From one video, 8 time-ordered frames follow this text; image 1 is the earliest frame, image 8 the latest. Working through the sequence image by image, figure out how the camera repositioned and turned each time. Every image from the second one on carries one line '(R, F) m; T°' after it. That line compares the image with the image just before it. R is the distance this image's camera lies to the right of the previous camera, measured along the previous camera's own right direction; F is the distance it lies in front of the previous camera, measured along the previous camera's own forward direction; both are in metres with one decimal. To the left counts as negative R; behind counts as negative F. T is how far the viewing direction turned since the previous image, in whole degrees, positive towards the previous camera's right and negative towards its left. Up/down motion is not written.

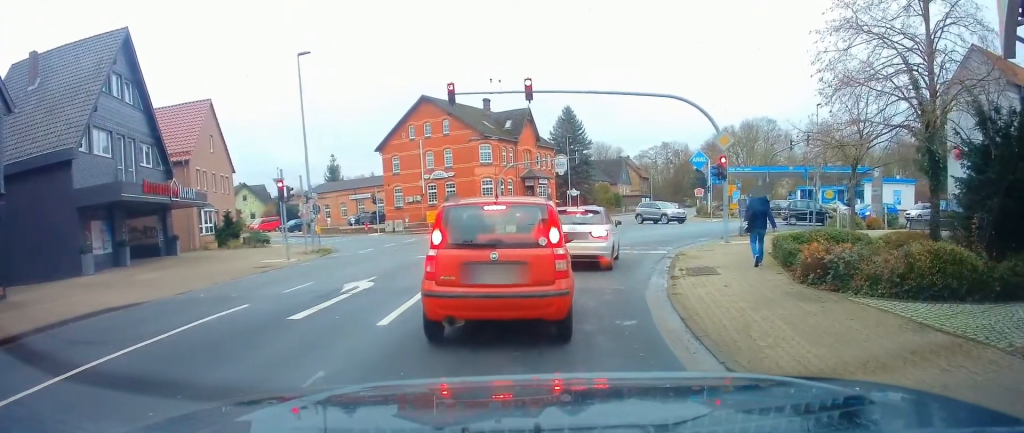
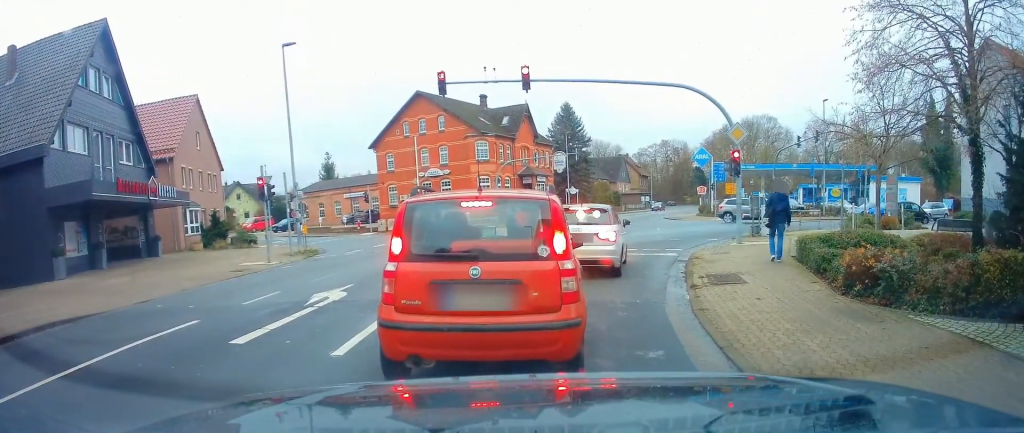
(-0.1, +1.9) m; -3°
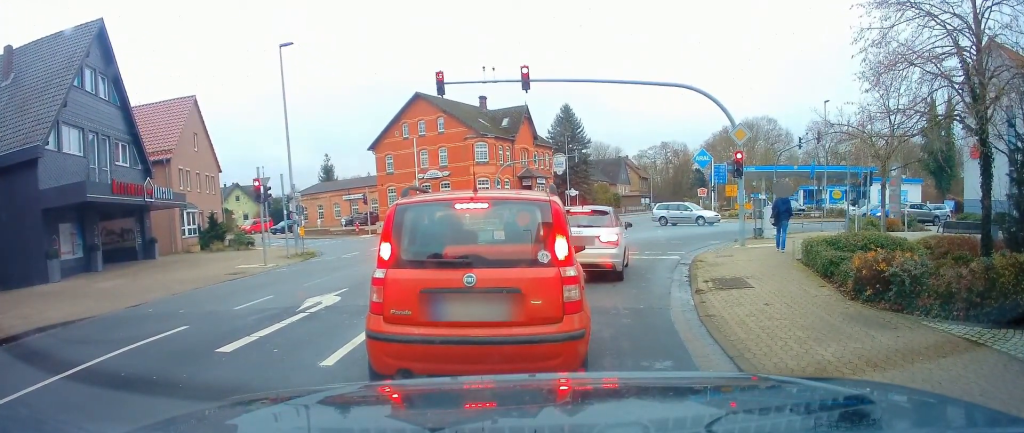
(+0.3, +0.5) m; 0°
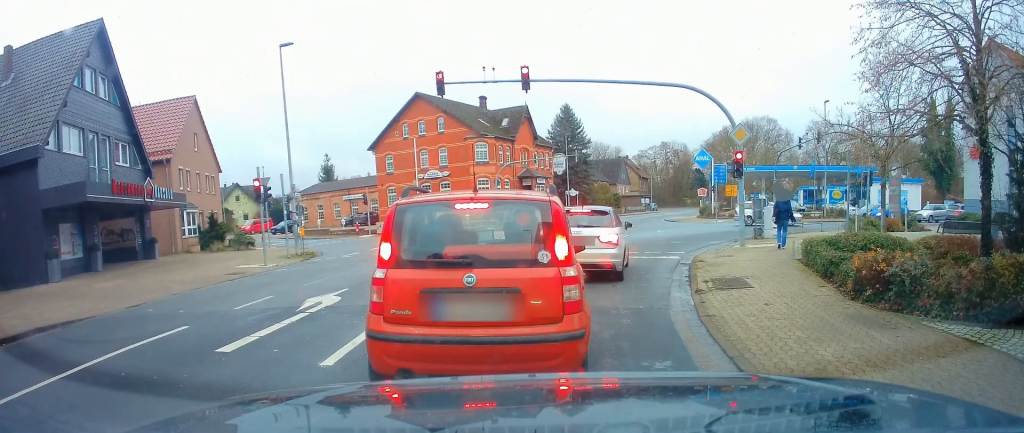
(0.0, 0.0) m; 0°
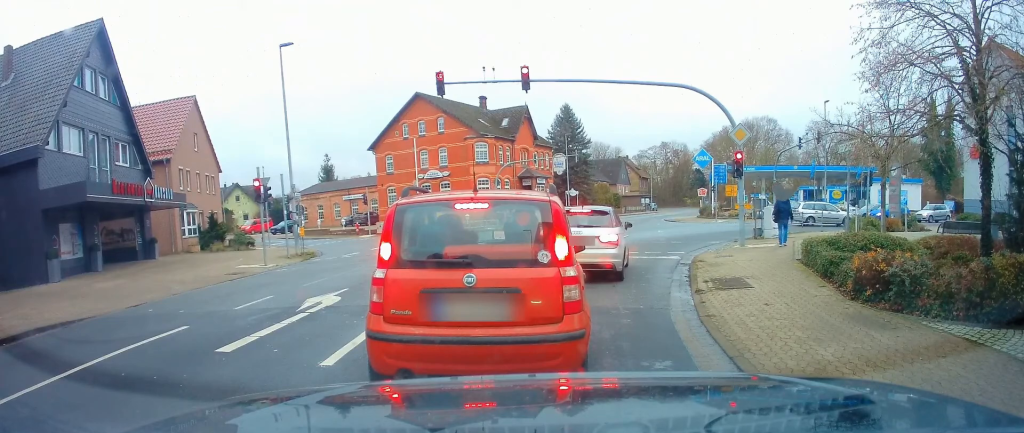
(0.0, 0.0) m; 0°
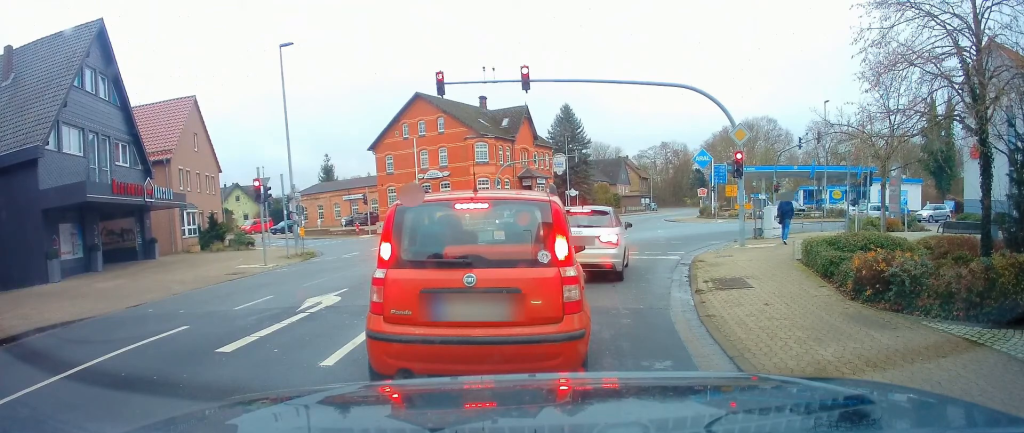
(0.0, 0.0) m; 0°
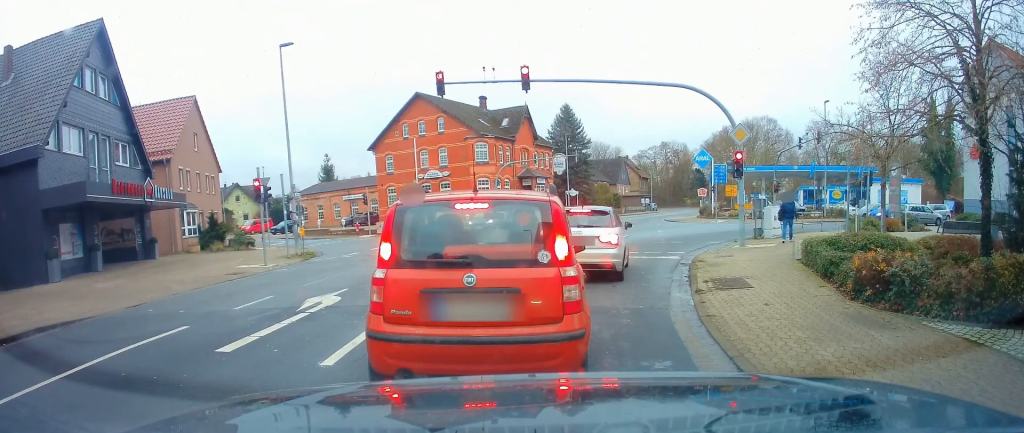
(0.0, 0.0) m; 0°
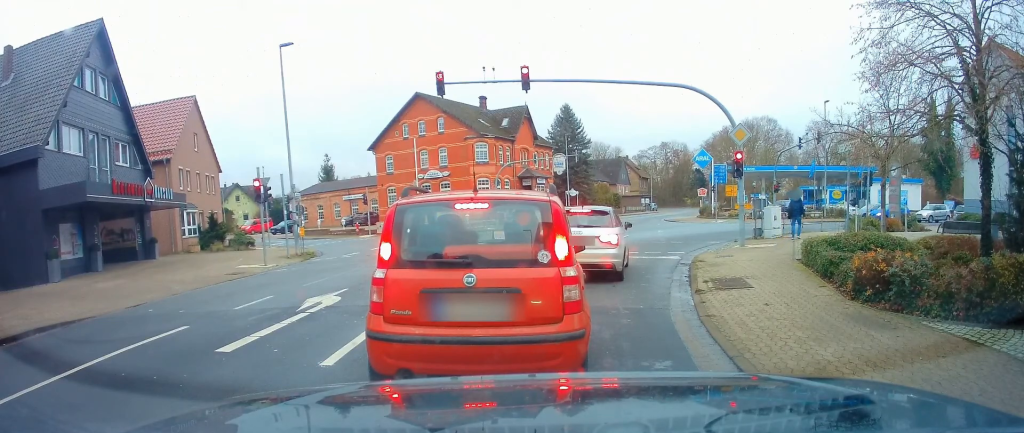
(0.0, 0.0) m; 0°
